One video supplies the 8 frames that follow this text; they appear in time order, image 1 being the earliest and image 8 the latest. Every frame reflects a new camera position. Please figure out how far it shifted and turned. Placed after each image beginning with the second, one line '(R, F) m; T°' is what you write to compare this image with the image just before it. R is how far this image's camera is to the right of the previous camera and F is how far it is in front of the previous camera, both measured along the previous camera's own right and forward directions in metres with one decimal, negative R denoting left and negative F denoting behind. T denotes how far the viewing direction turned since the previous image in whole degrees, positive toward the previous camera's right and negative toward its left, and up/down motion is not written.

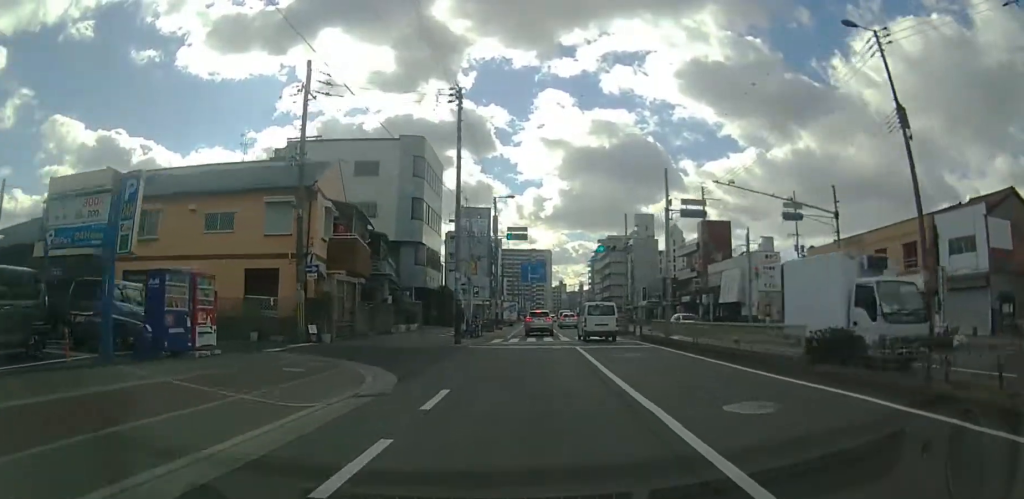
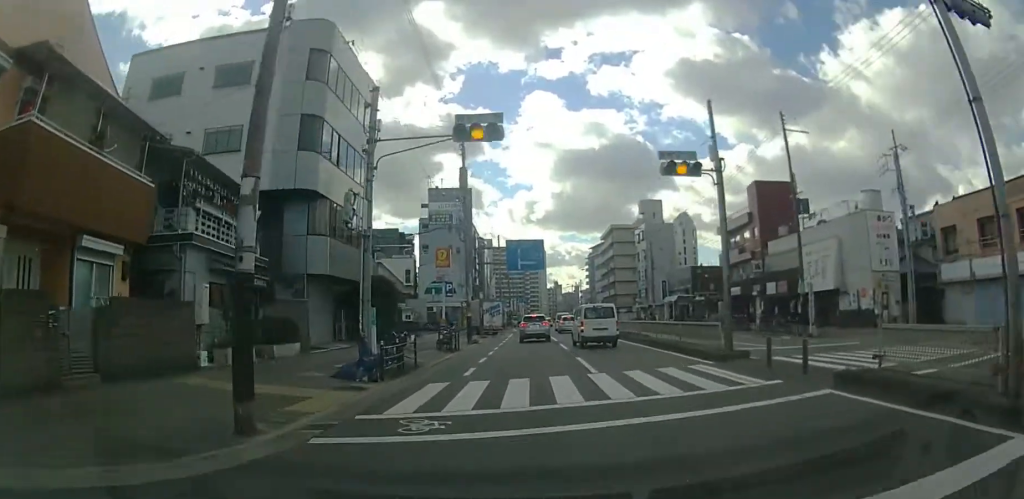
(0.0, +19.1) m; 0°
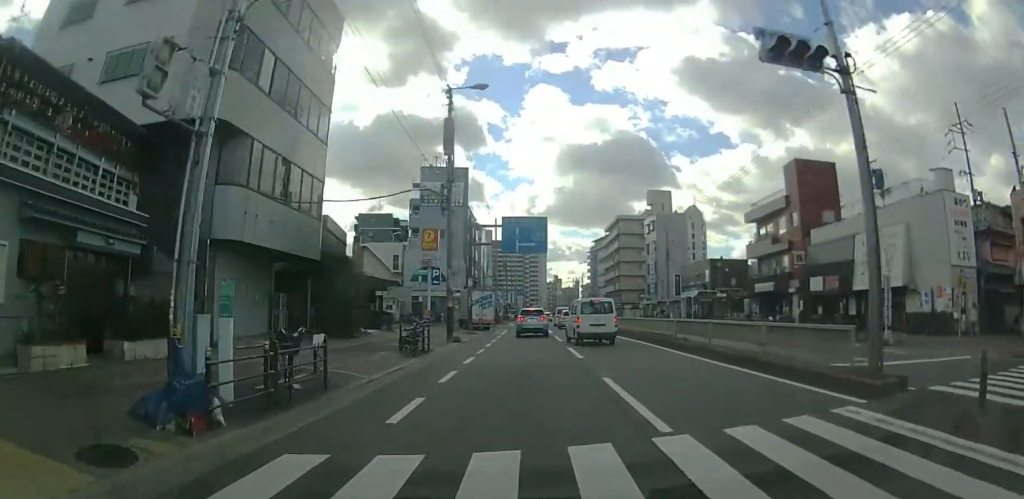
(0.0, +7.4) m; 0°
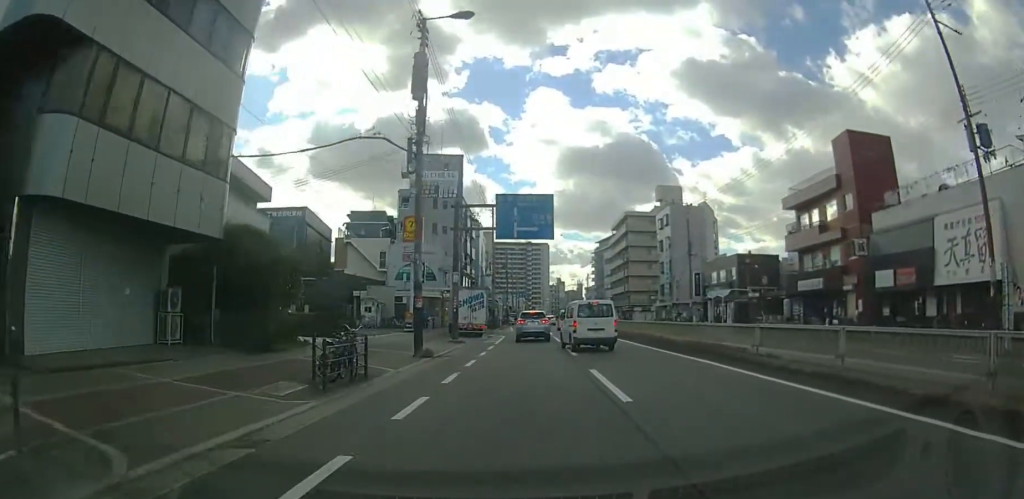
(0.0, +7.5) m; 0°
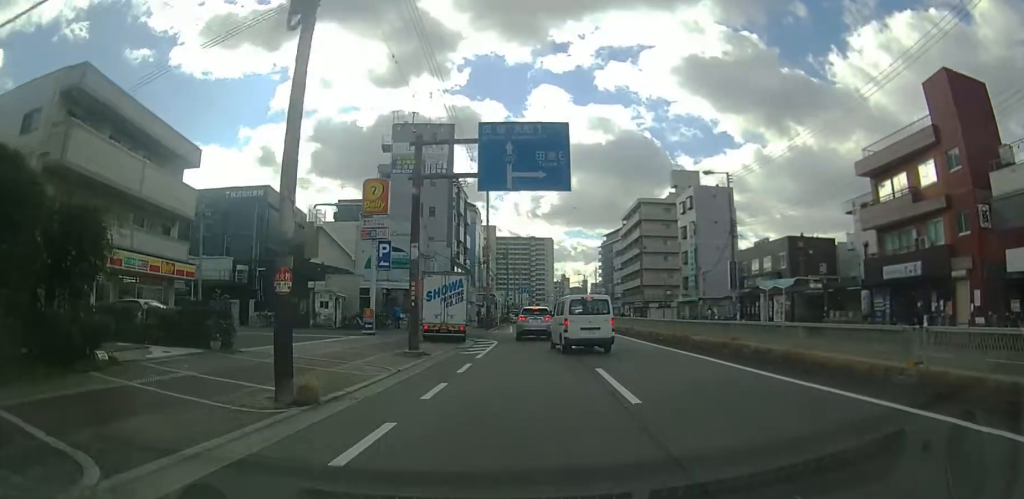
(0.0, +11.4) m; -1°
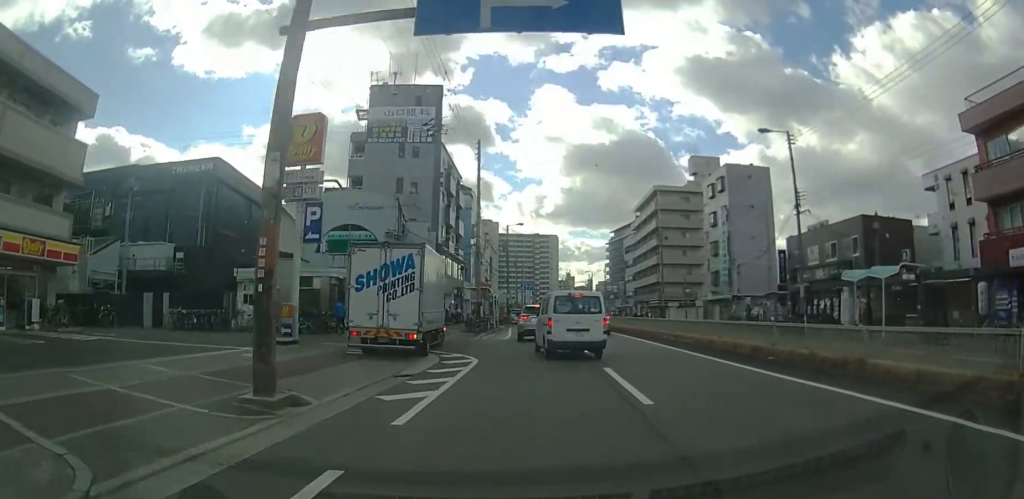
(-0.2, +11.8) m; -1°
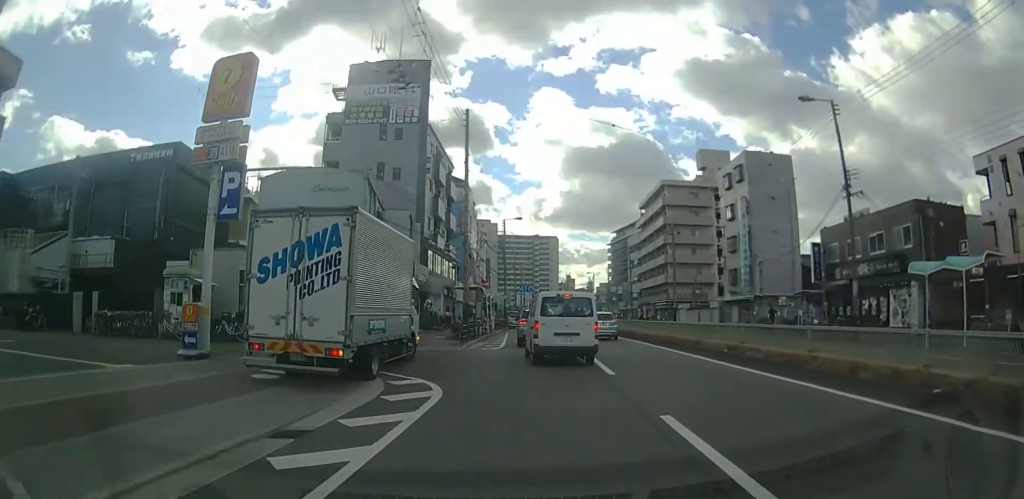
(0.0, +6.7) m; +1°
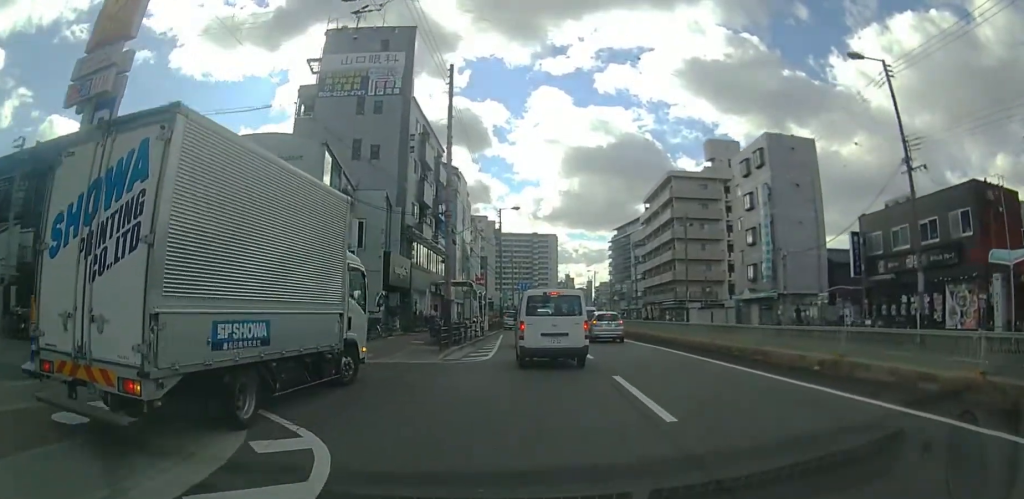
(0.0, +6.4) m; +2°
